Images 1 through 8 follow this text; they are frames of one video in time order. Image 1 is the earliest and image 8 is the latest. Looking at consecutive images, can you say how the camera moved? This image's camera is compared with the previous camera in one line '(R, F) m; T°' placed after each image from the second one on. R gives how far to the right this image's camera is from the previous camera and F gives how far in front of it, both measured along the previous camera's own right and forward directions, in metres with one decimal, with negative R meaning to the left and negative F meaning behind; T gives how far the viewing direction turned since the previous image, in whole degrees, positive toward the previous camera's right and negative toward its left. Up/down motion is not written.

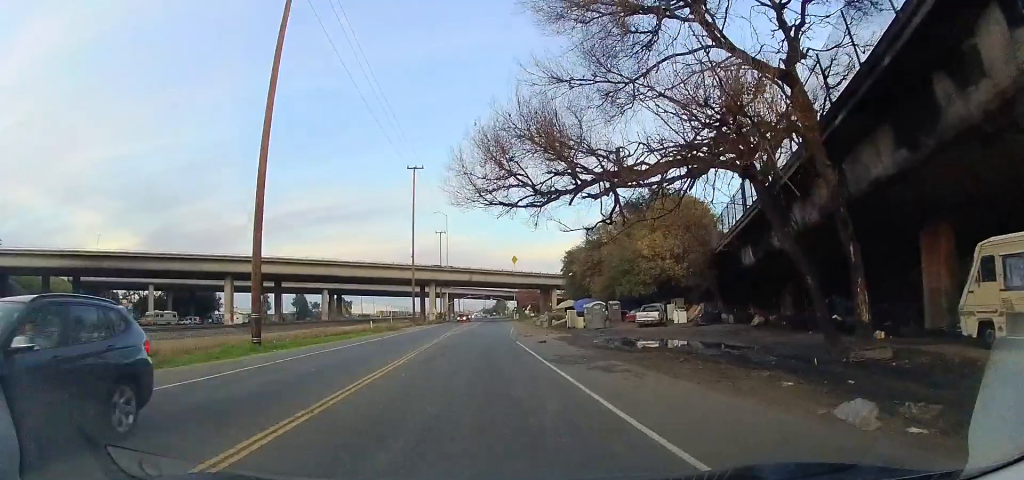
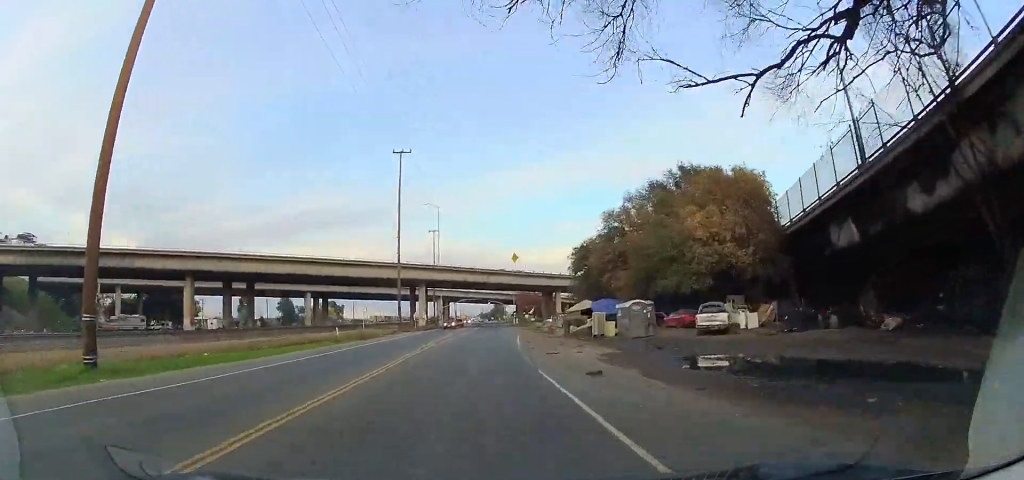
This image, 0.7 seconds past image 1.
(-1.2, +12.9) m; -1°
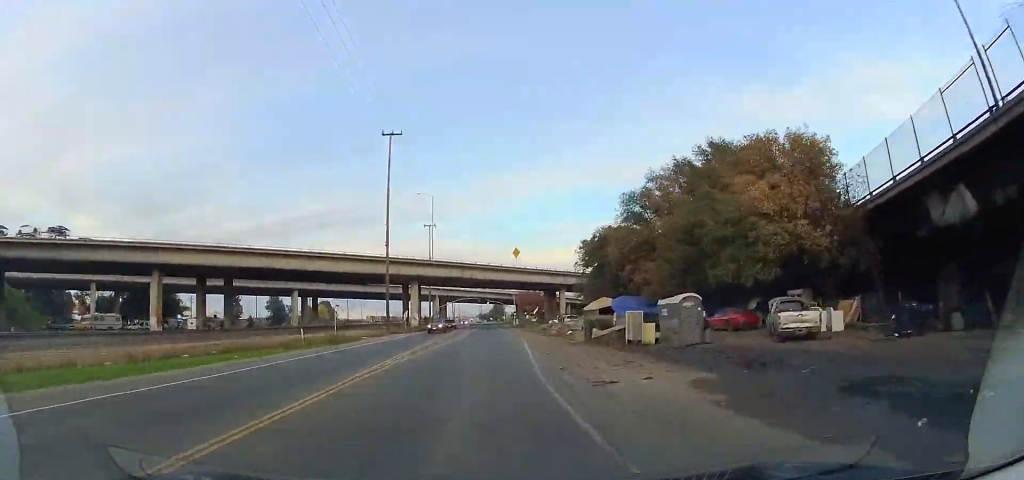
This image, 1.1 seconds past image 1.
(+0.5, +8.8) m; +2°
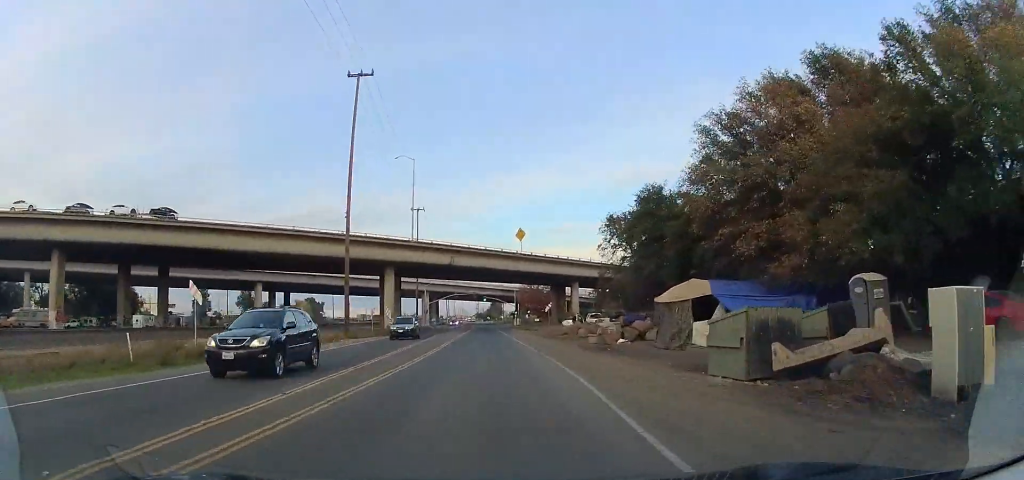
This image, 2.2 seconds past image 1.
(+1.0, +19.9) m; +4°
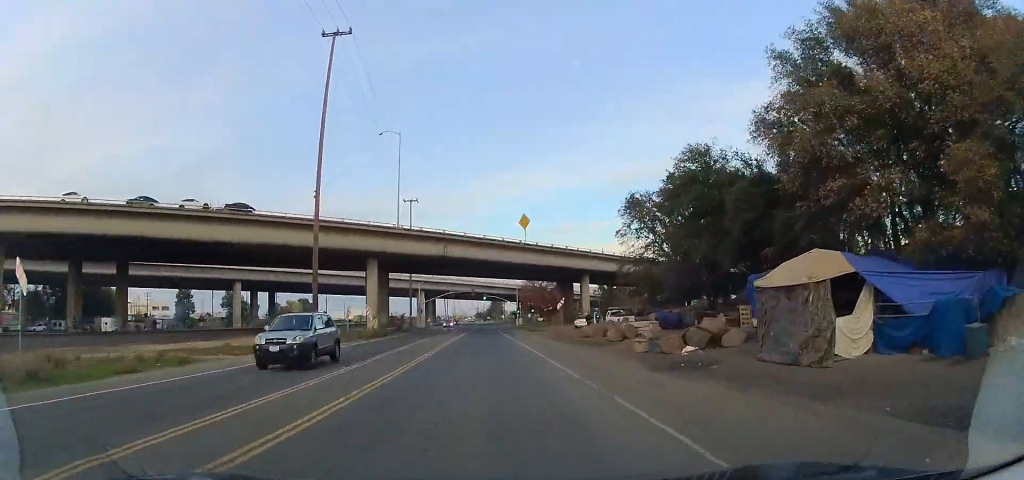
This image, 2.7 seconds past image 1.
(-0.1, +9.9) m; +1°
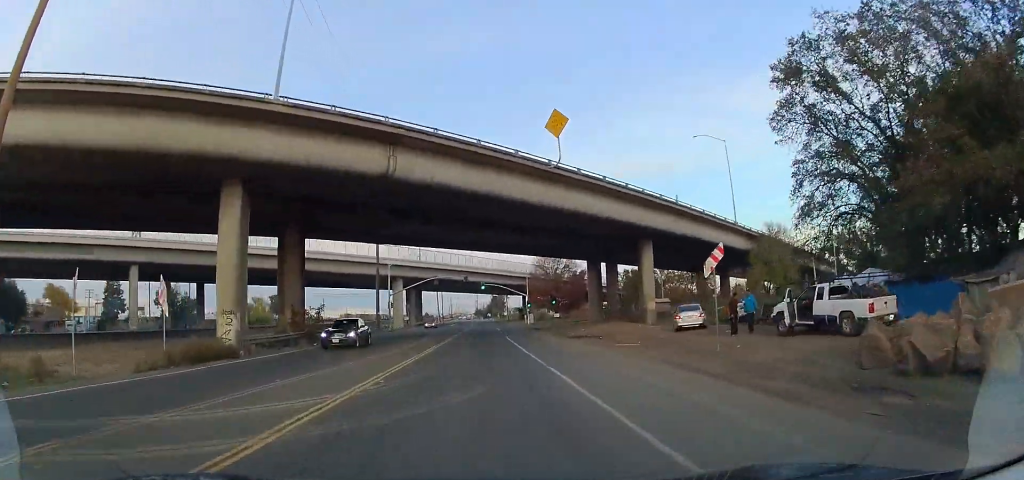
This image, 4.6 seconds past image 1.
(+0.2, +33.5) m; -1°
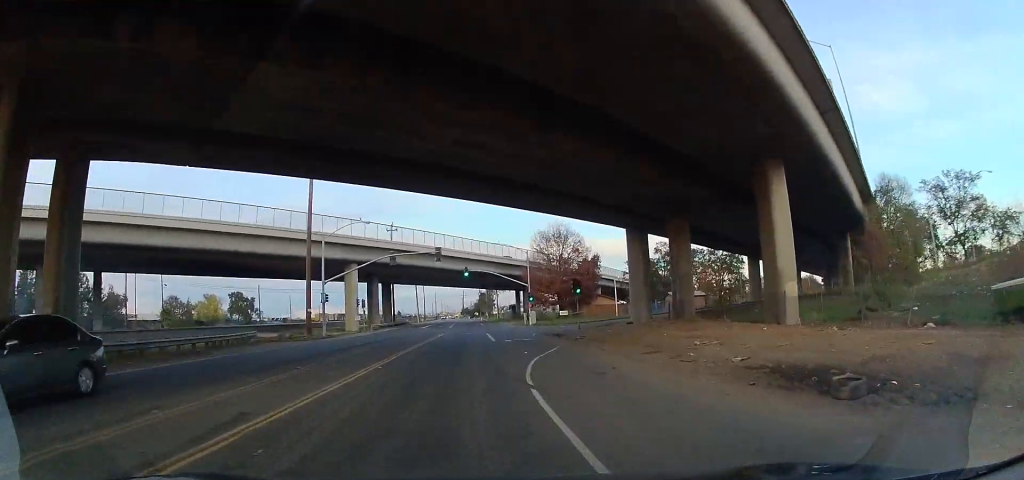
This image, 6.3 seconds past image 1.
(0.0, +27.4) m; +3°
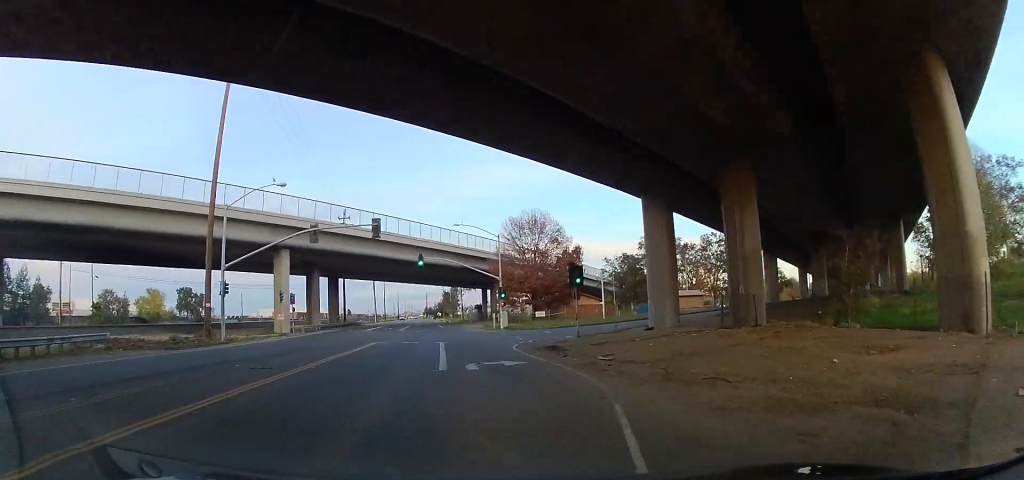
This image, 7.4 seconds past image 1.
(+0.8, +15.2) m; +5°
